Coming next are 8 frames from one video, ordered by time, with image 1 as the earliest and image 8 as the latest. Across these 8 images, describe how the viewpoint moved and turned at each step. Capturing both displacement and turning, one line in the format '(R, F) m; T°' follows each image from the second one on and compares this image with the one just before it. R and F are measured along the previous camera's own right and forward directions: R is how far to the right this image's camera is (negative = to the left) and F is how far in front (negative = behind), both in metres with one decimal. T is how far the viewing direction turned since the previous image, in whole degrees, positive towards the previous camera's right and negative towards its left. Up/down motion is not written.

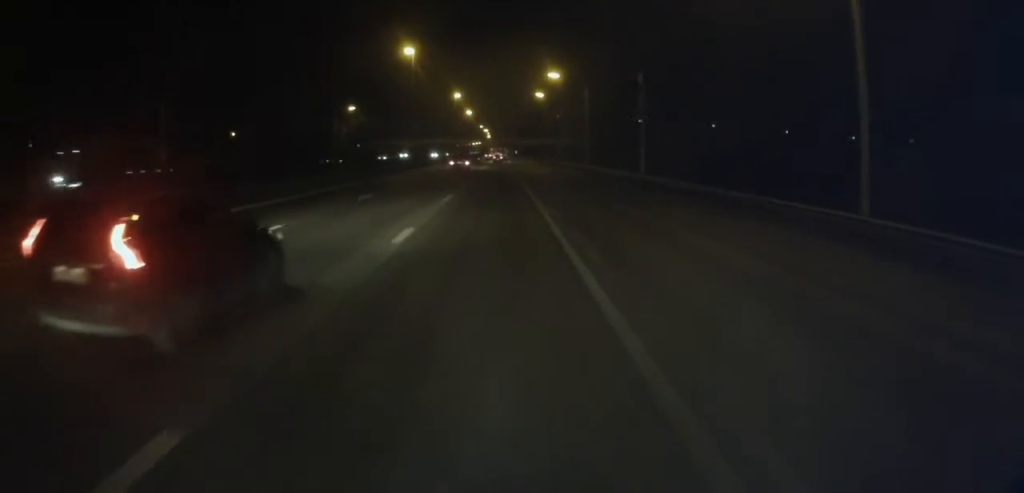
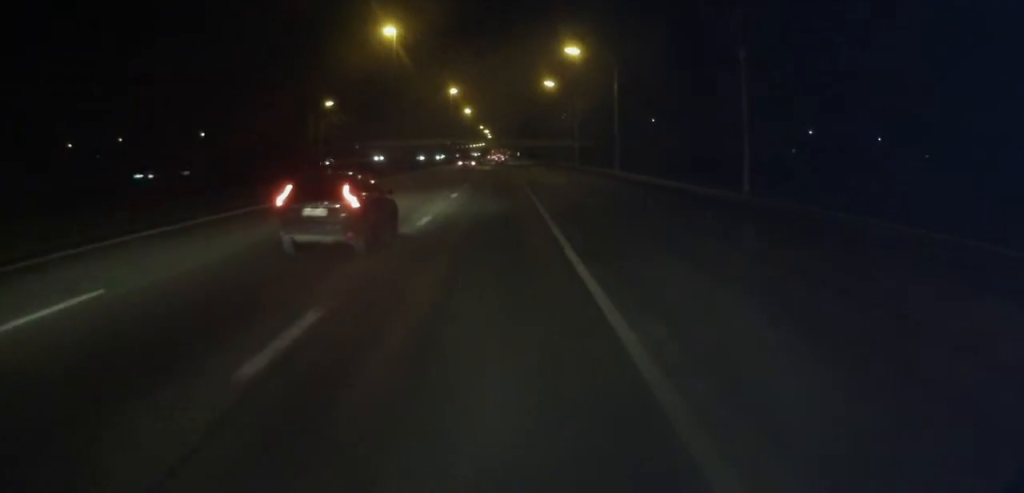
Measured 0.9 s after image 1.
(0.0, +21.2) m; 0°
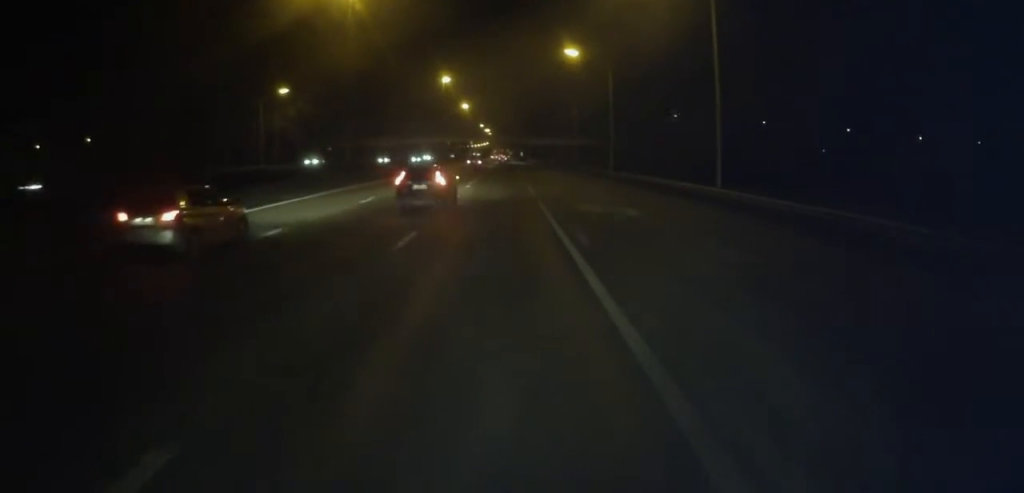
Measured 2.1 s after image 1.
(0.0, +29.1) m; 0°
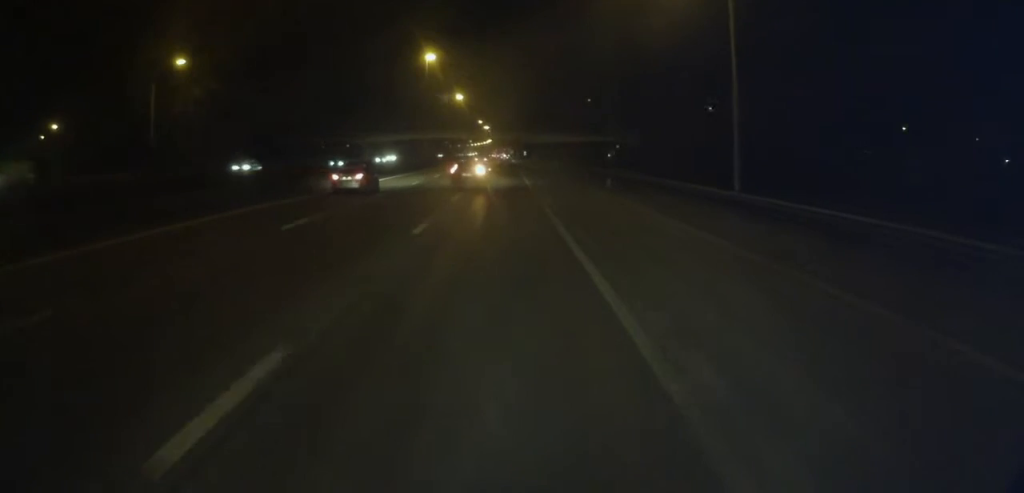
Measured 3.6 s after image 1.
(0.0, +35.3) m; 0°
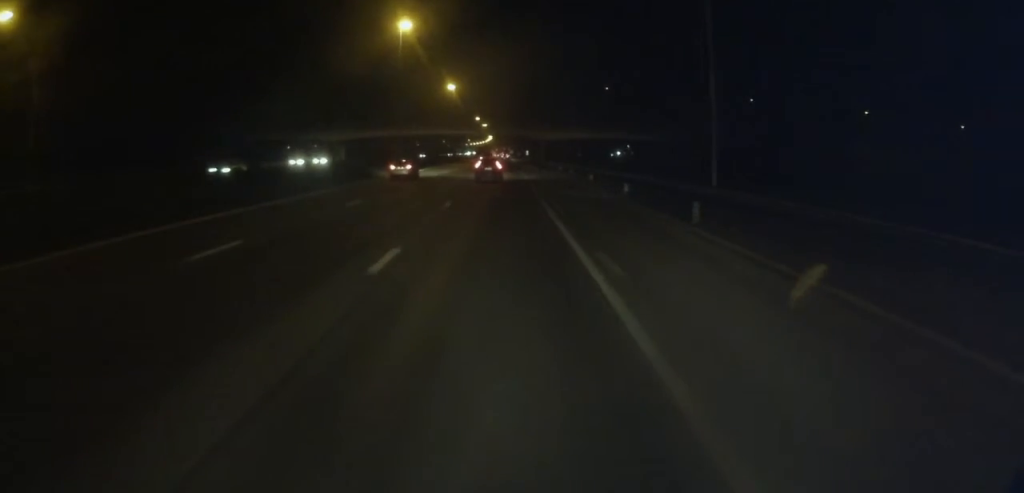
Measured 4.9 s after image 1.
(0.0, +30.5) m; 0°
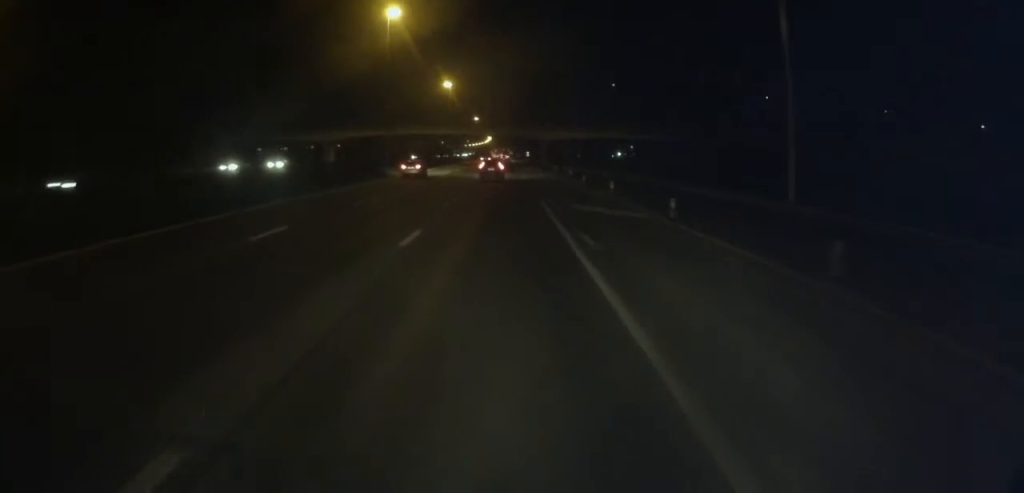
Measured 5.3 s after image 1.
(0.0, +9.4) m; 0°
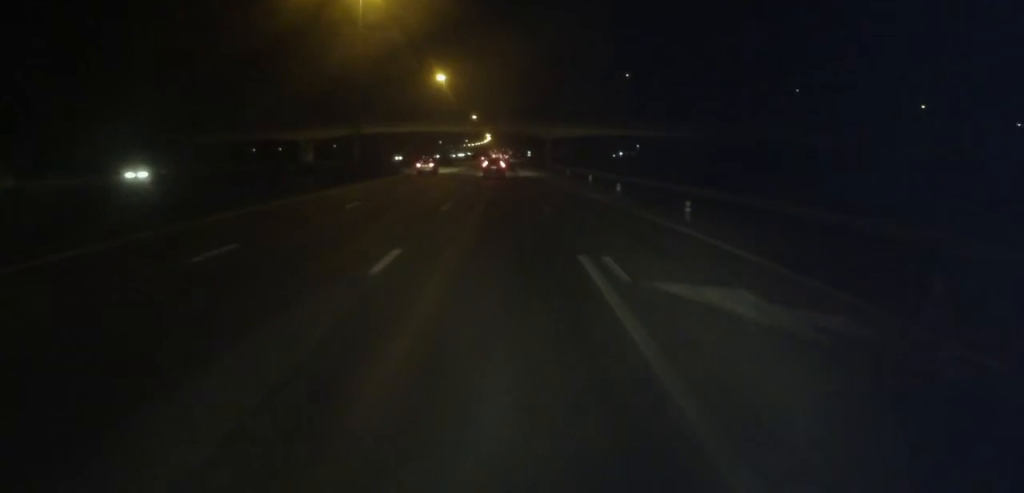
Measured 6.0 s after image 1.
(0.0, +15.6) m; 0°
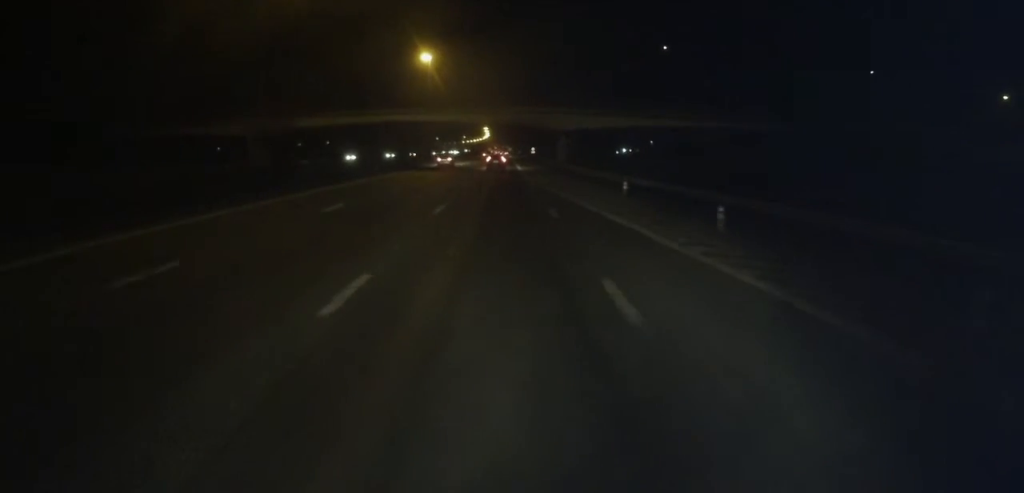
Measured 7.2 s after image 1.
(0.0, +28.2) m; 0°
